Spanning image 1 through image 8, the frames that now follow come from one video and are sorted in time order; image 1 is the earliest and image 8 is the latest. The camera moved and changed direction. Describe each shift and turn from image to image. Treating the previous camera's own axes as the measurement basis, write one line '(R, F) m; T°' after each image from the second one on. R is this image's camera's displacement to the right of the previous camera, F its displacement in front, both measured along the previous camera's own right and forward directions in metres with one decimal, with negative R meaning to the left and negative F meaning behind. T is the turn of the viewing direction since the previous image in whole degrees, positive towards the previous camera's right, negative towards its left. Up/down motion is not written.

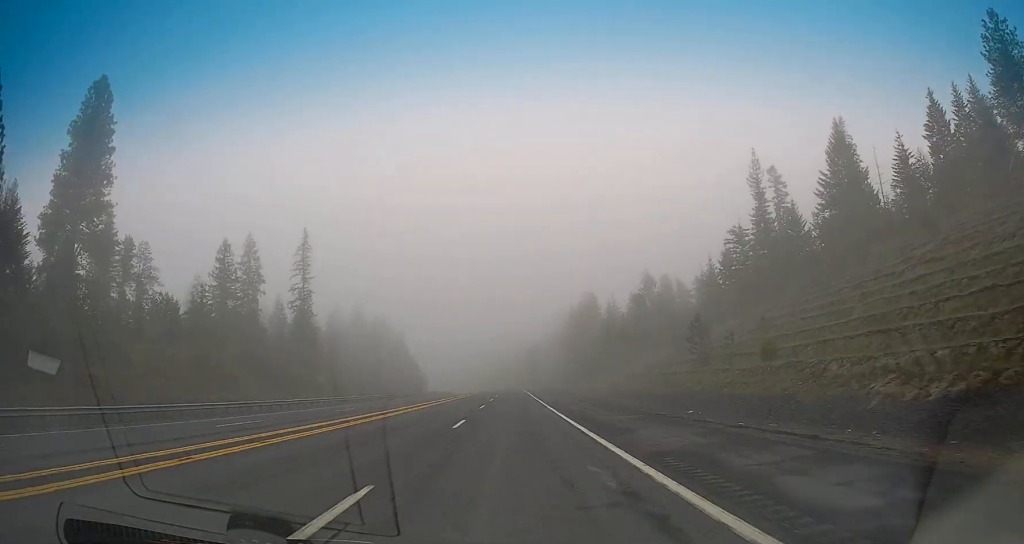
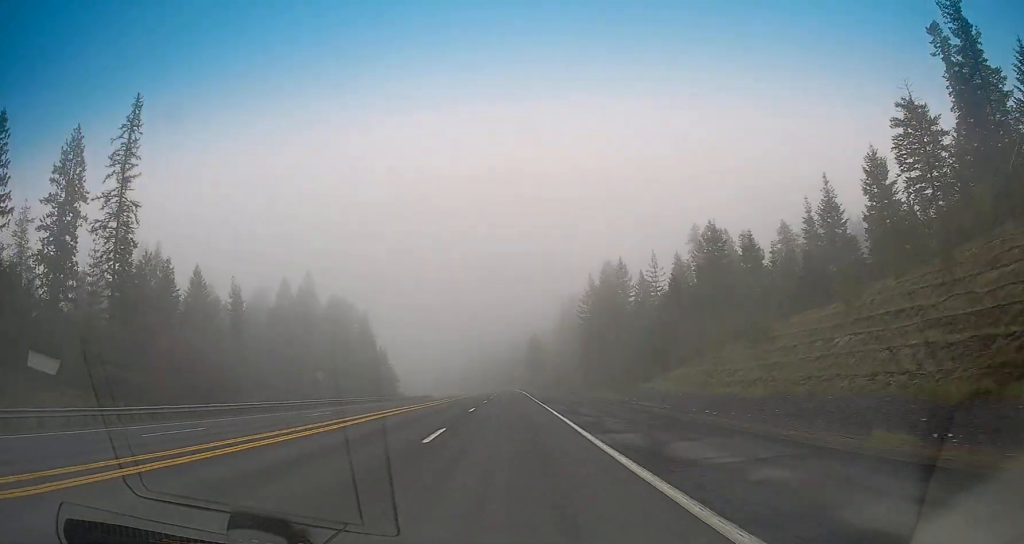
(-0.5, +51.9) m; -1°
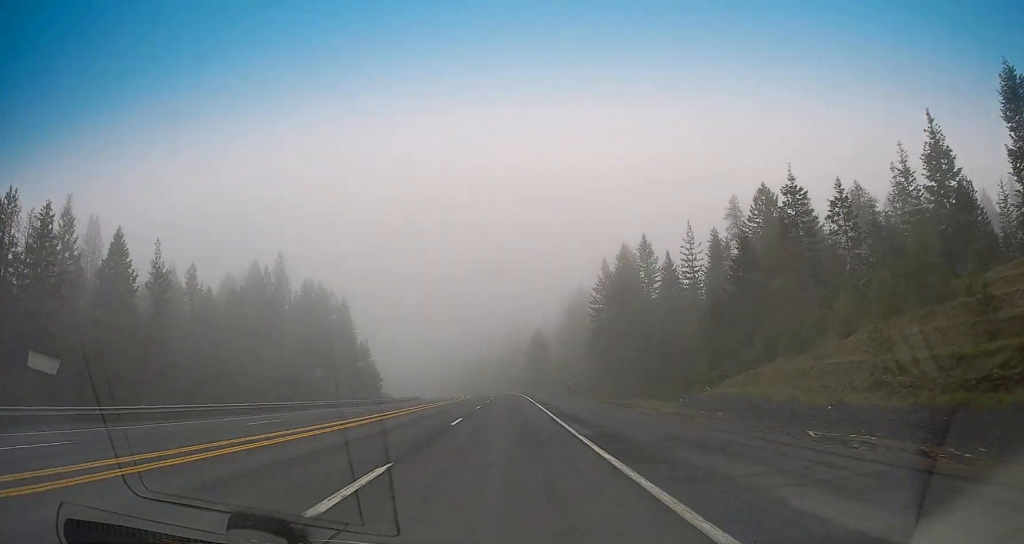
(0.0, +23.4) m; 0°
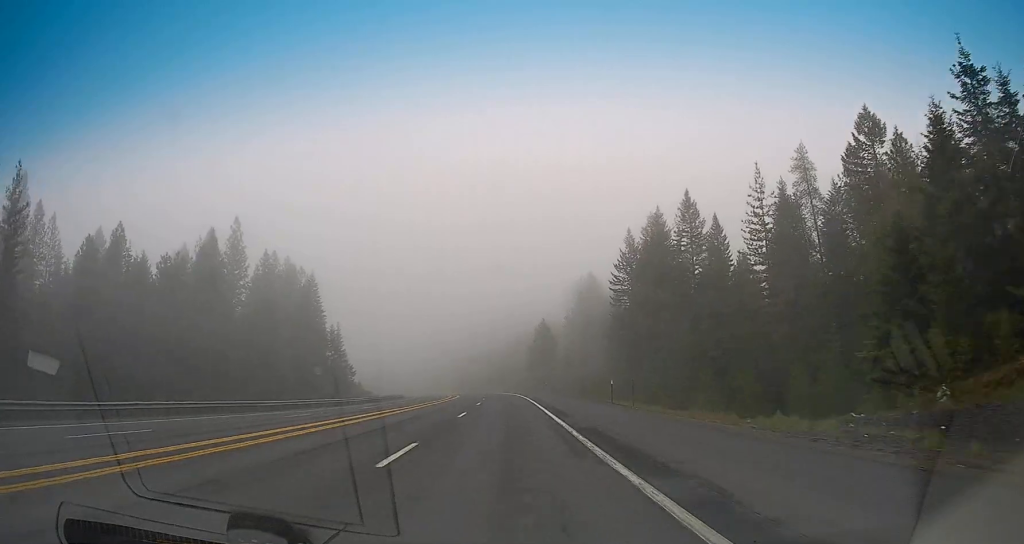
(0.0, +27.3) m; 0°
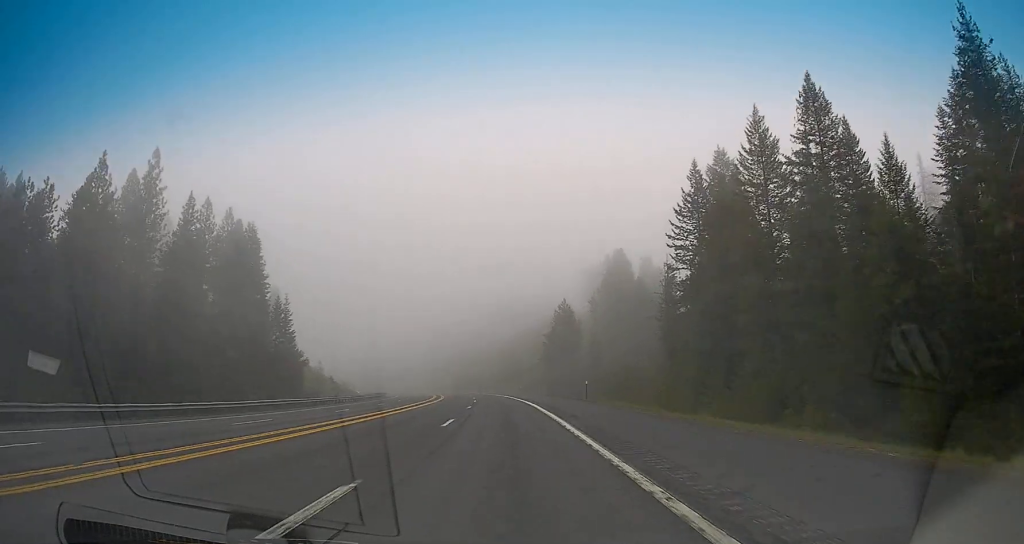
(+0.1, +37.2) m; 0°
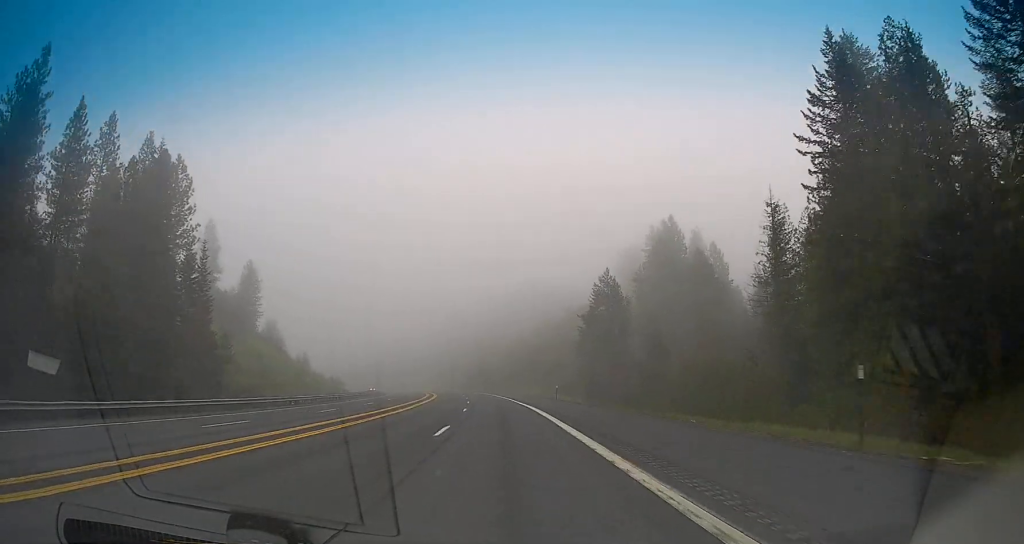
(+0.1, +34.3) m; 0°
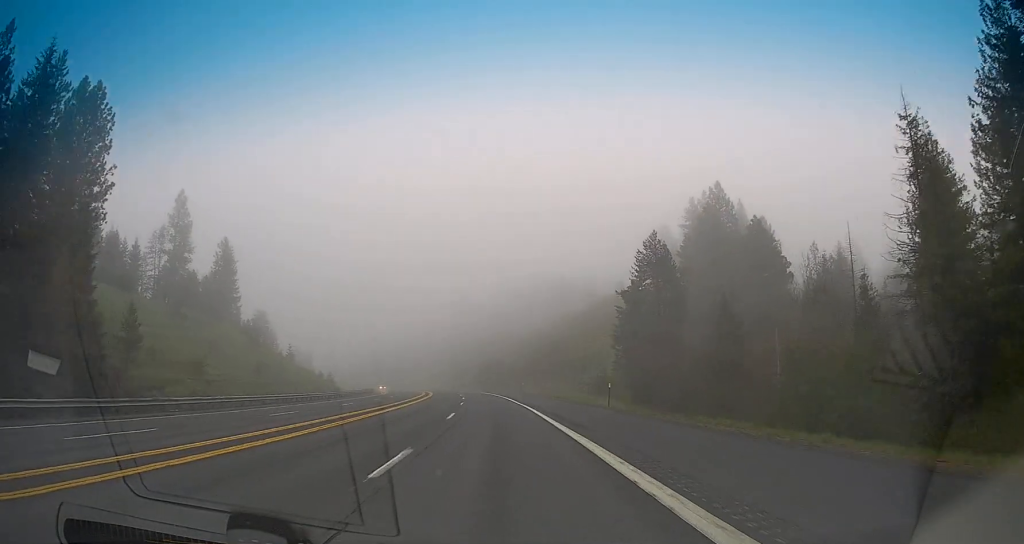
(-0.1, +23.5) m; -1°
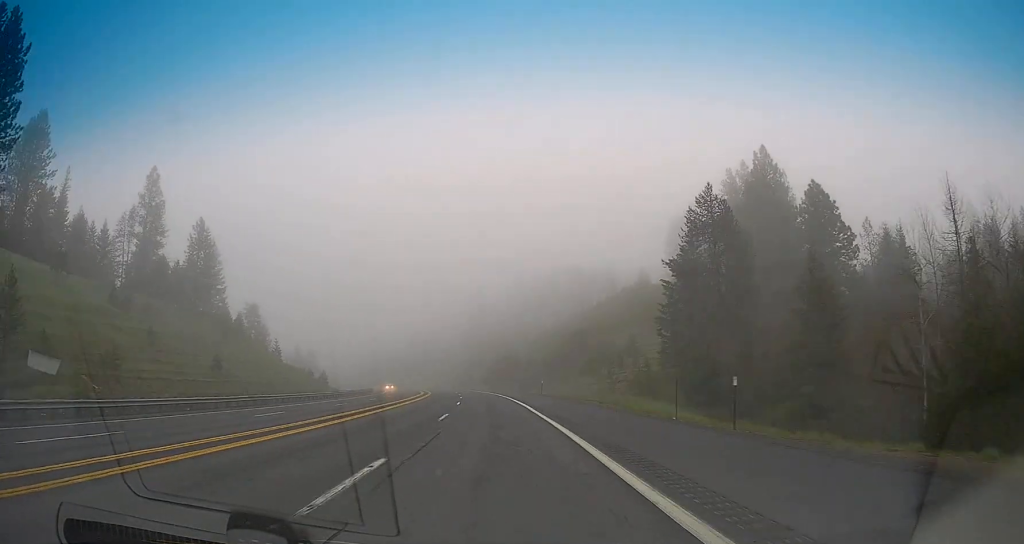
(0.0, +17.7) m; -1°
